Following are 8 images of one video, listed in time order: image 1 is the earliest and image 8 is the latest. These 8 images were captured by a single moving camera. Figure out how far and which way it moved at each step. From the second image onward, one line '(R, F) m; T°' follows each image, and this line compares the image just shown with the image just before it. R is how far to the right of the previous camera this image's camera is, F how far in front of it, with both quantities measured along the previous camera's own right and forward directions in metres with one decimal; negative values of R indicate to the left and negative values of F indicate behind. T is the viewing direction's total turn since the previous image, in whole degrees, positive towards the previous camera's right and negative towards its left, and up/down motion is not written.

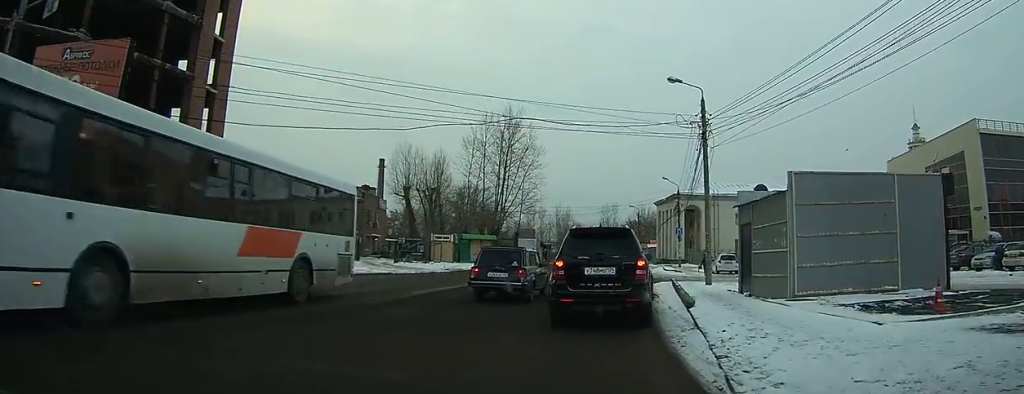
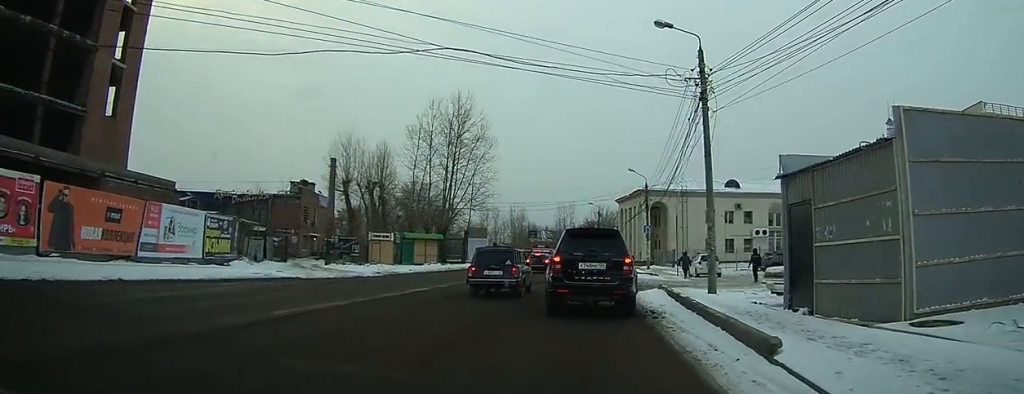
(-0.2, +6.7) m; 0°
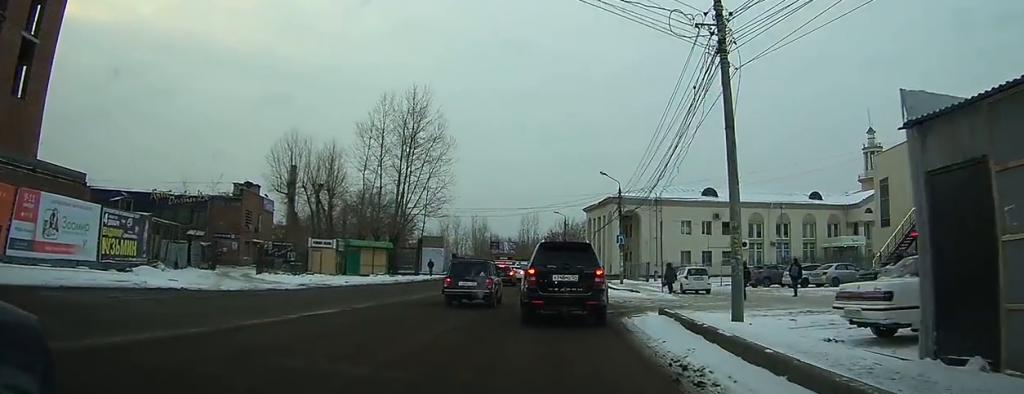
(+0.1, +5.7) m; +2°
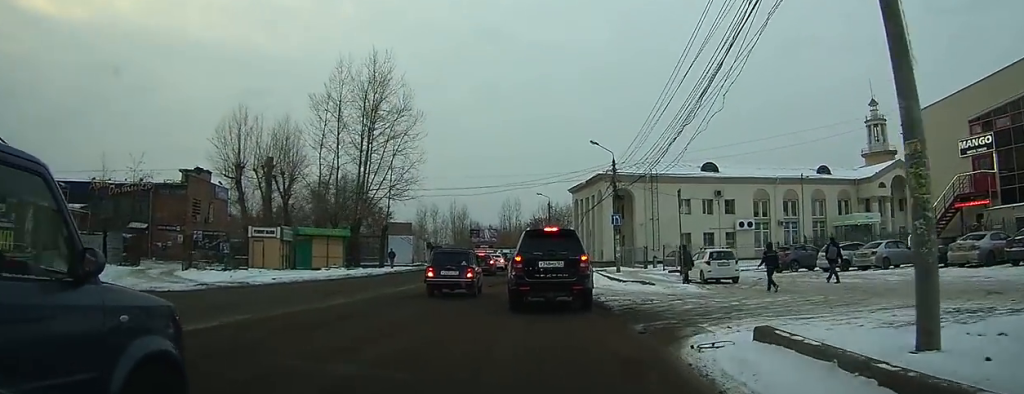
(+0.2, +7.4) m; +2°
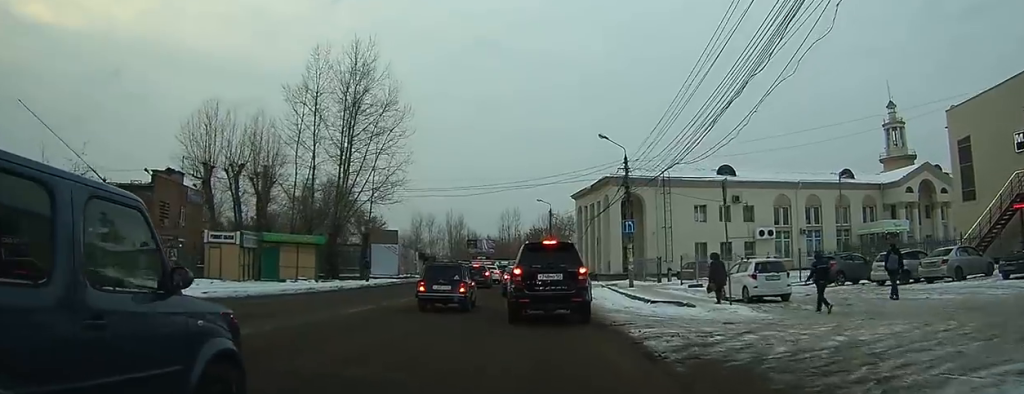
(+0.1, +5.9) m; +2°
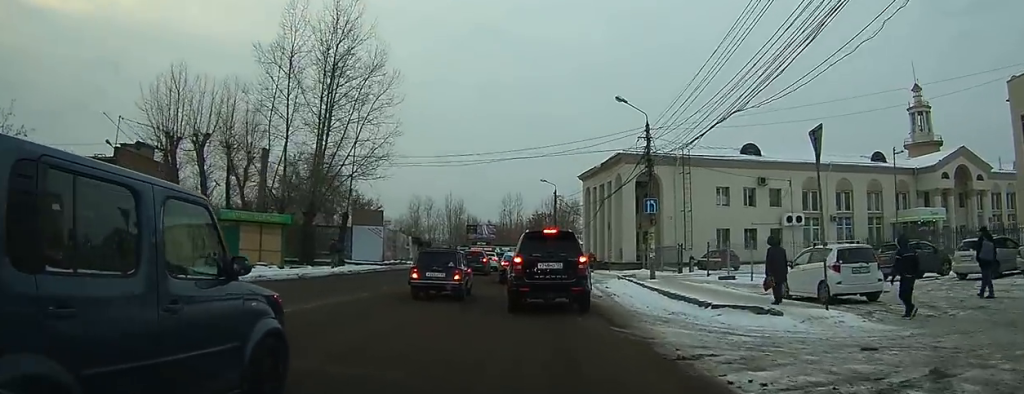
(+0.2, +6.4) m; +4°
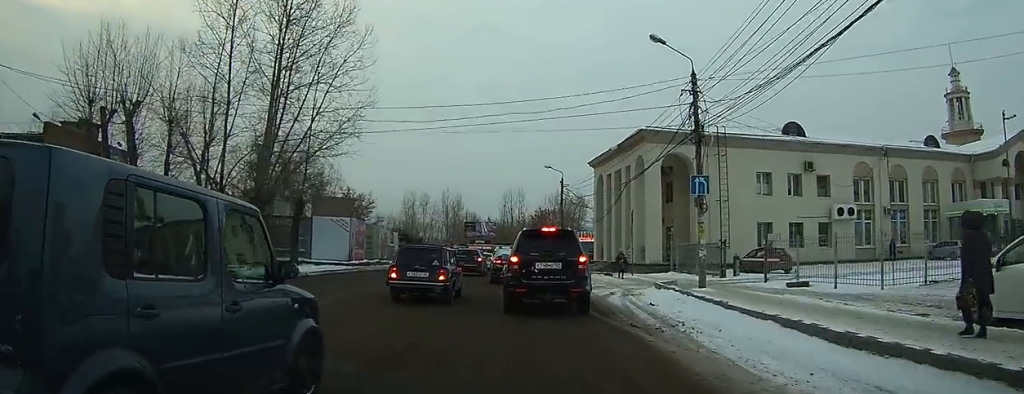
(+0.6, +9.9) m; +4°
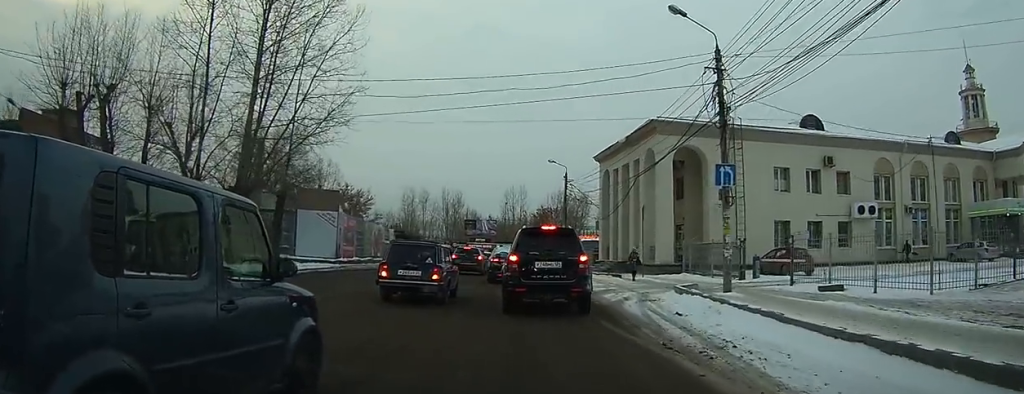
(0.0, +3.1) m; -1°
